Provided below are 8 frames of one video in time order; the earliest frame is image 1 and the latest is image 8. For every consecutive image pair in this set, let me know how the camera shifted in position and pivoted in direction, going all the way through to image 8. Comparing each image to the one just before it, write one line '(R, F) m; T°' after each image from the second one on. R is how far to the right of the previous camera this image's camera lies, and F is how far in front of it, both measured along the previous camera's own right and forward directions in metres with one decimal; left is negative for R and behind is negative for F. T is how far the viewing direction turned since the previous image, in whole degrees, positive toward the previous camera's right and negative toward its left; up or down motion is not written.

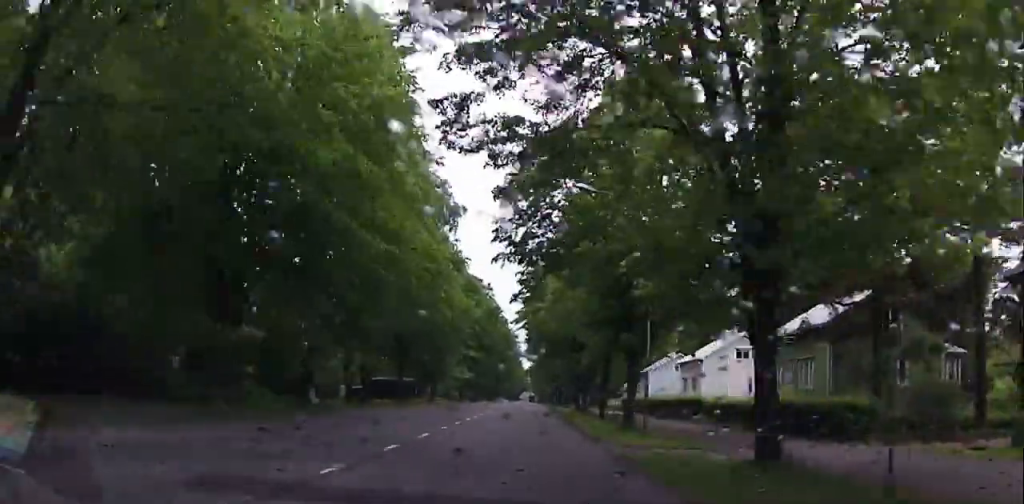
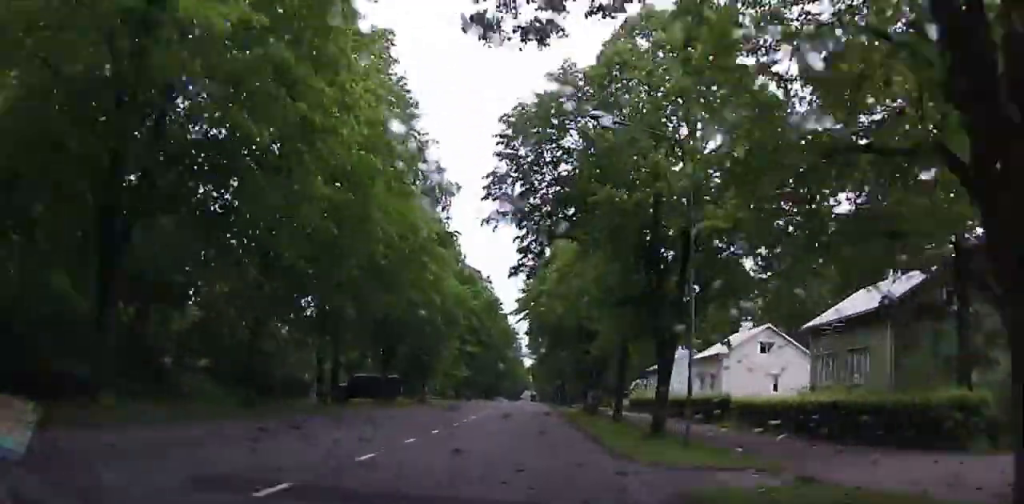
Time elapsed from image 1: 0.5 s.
(+0.4, +6.0) m; 0°
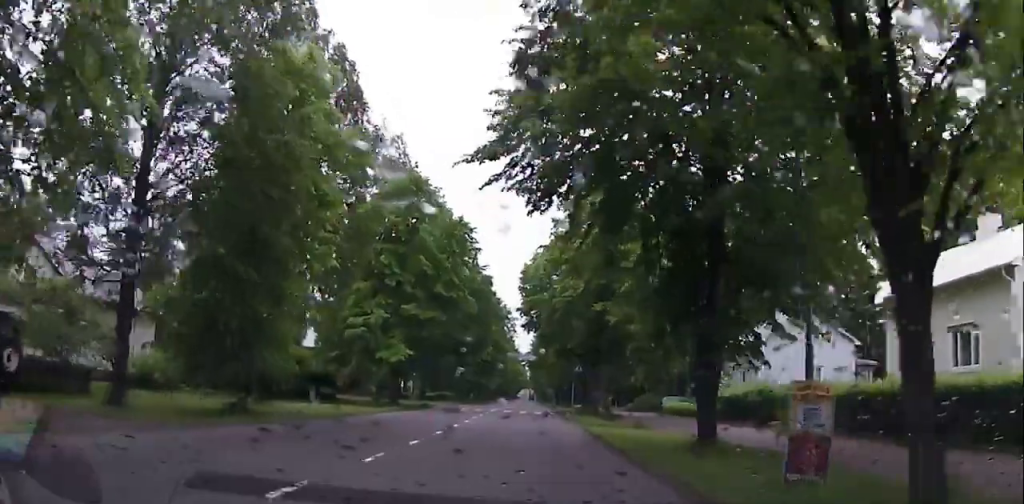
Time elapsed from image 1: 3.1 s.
(-1.4, +34.0) m; -1°
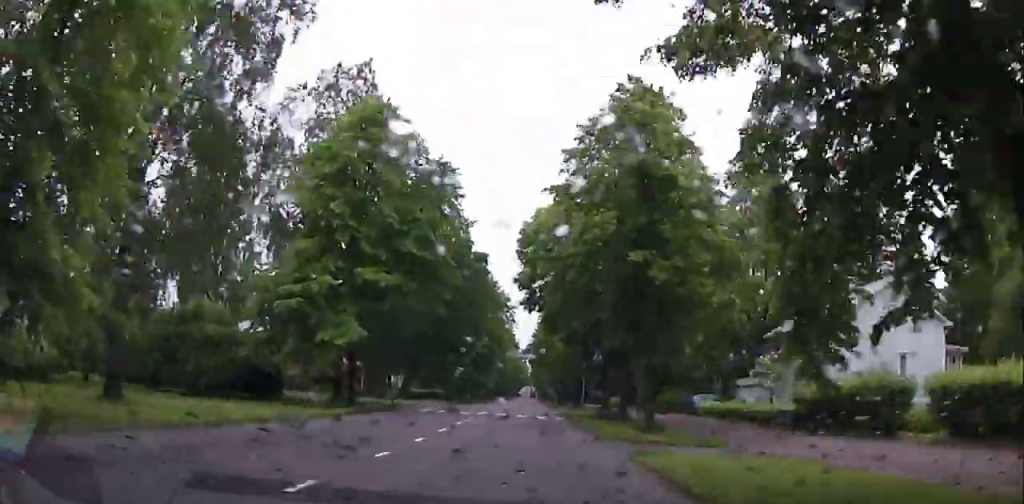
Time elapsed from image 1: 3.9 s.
(+0.1, +11.3) m; +1°
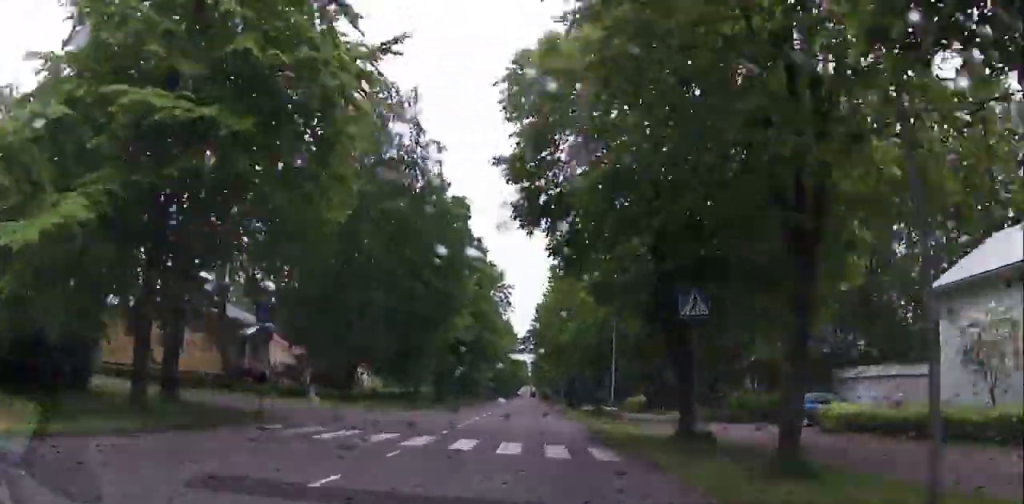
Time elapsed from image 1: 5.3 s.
(+0.2, +18.9) m; -1°
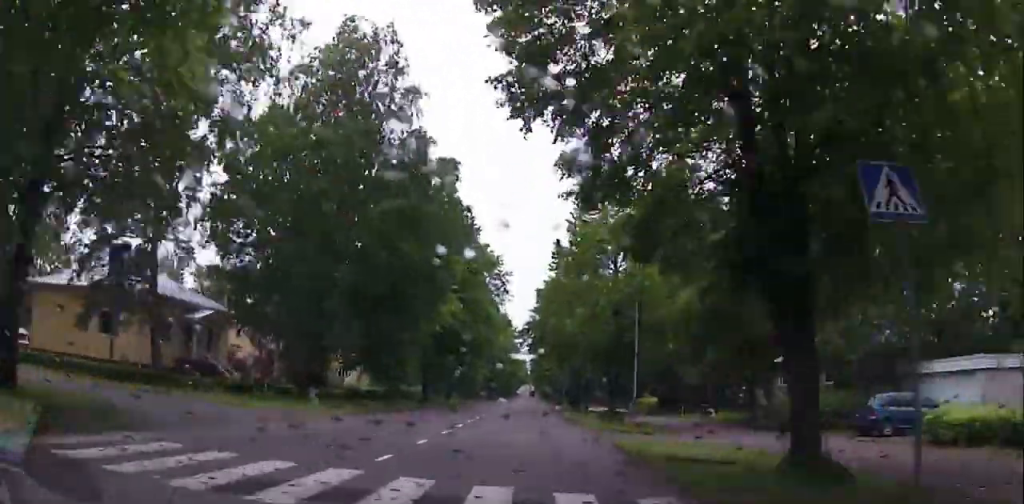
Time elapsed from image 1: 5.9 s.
(-0.1, +7.5) m; 0°
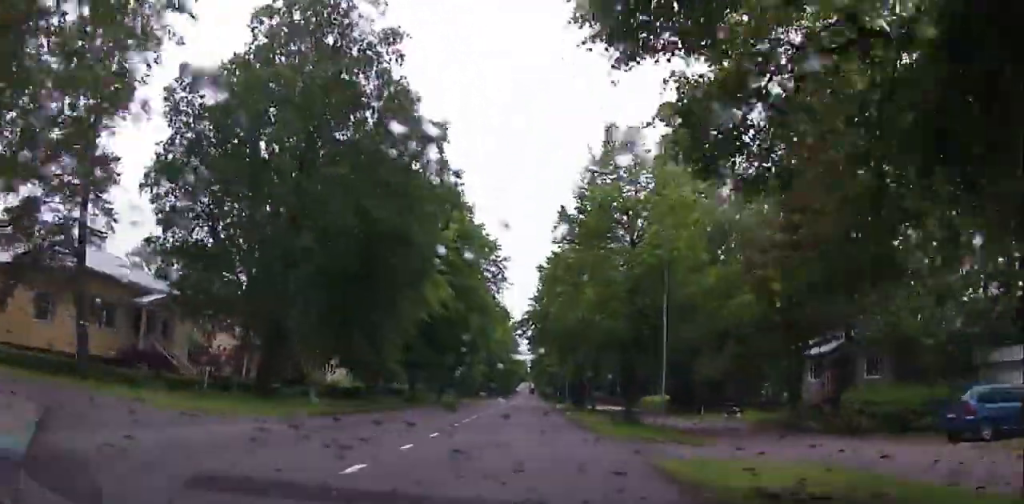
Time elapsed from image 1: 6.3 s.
(-0.3, +5.7) m; +1°
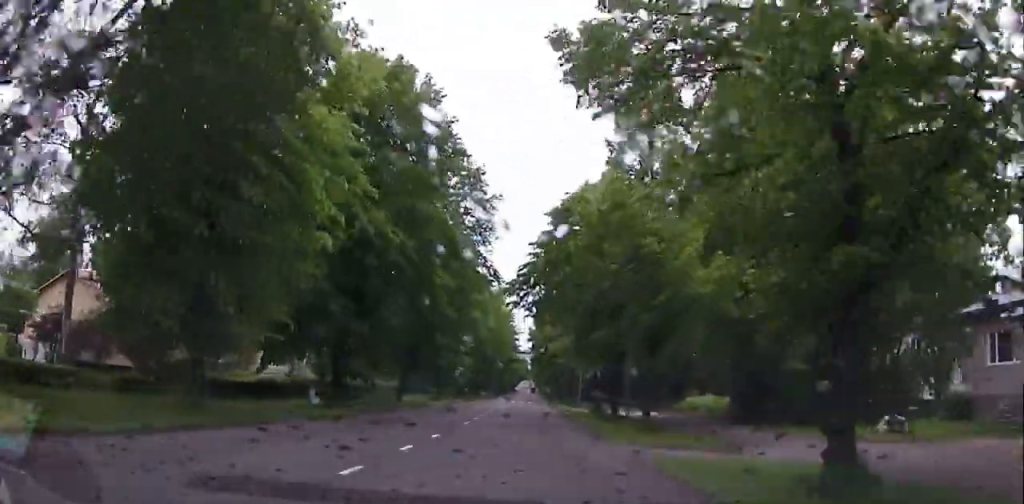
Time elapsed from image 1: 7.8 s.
(+0.7, +19.6) m; 0°
